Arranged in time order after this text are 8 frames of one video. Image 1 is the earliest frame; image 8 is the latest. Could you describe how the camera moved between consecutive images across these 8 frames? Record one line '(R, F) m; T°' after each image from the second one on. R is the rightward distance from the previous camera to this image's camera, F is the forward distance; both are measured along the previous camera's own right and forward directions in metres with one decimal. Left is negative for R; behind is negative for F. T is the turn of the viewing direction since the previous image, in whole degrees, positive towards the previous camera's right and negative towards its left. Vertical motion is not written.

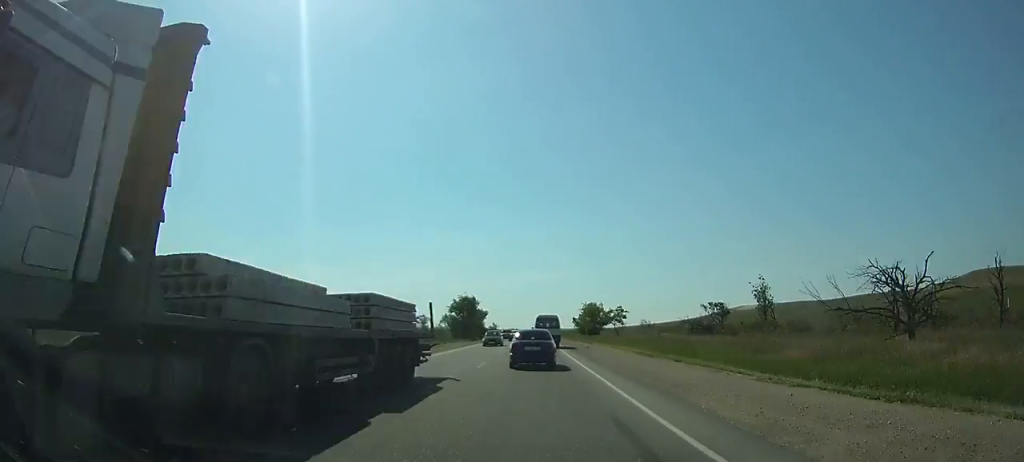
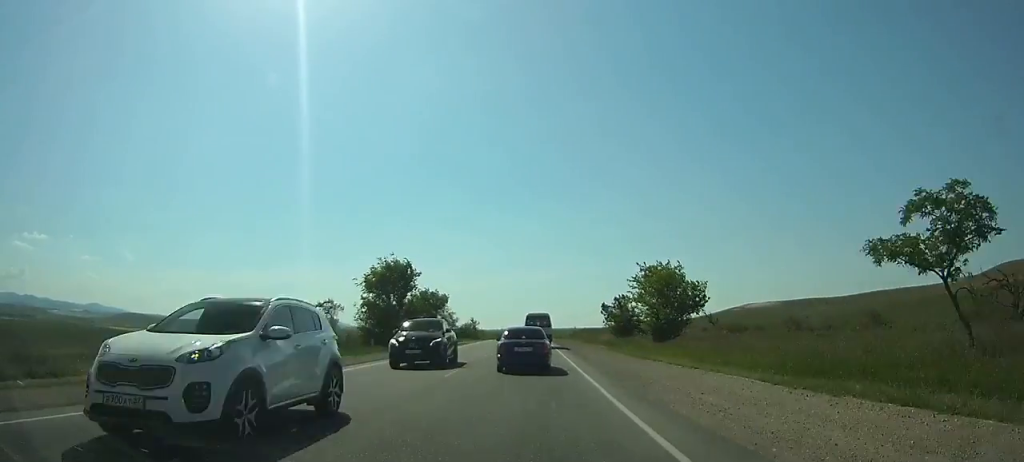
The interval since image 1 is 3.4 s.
(0.0, +53.4) m; 0°
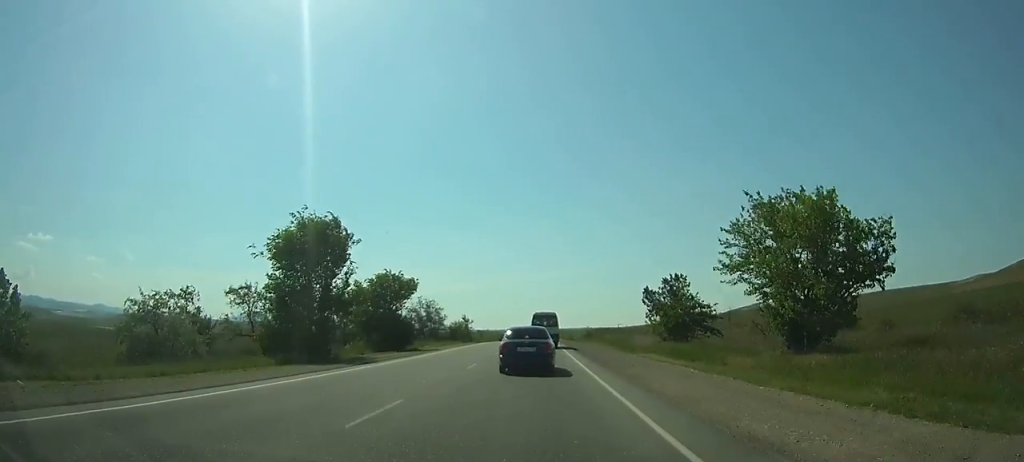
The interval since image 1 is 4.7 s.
(0.0, +20.1) m; 0°
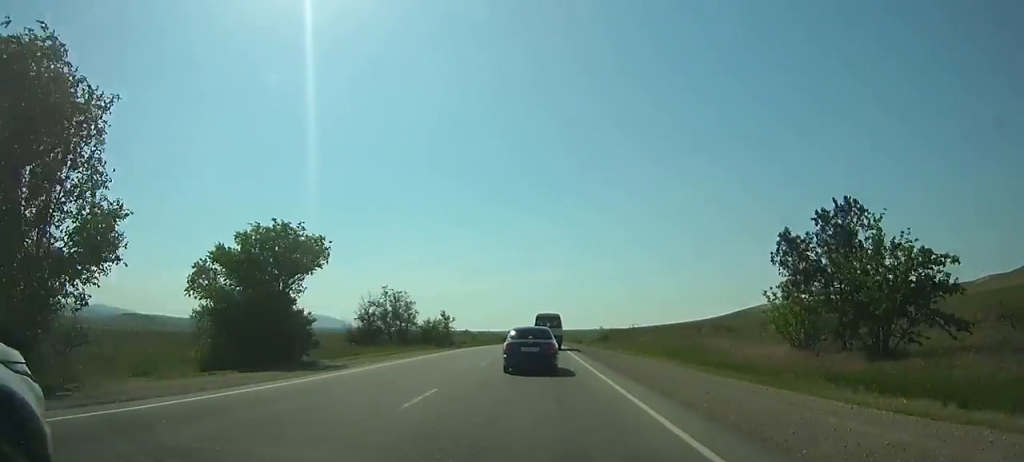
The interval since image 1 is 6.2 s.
(0.0, +23.1) m; 0°
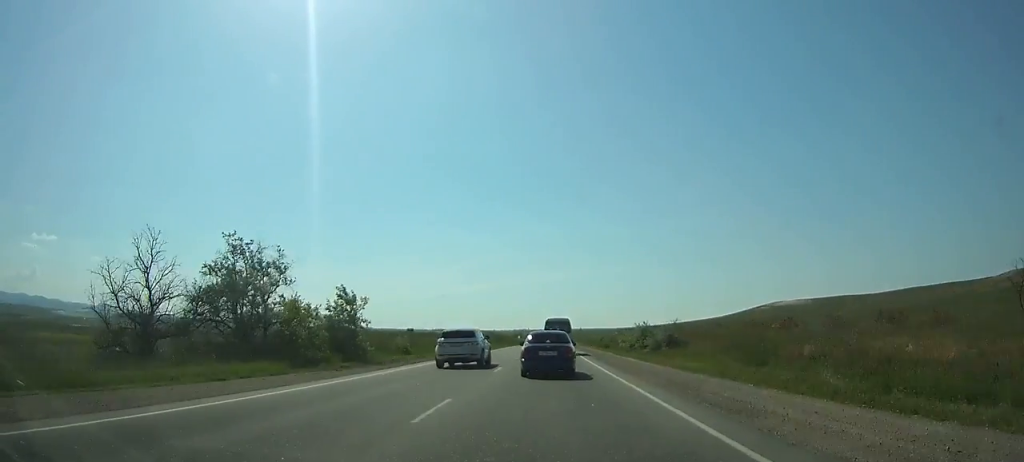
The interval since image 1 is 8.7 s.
(-0.3, +38.7) m; 0°
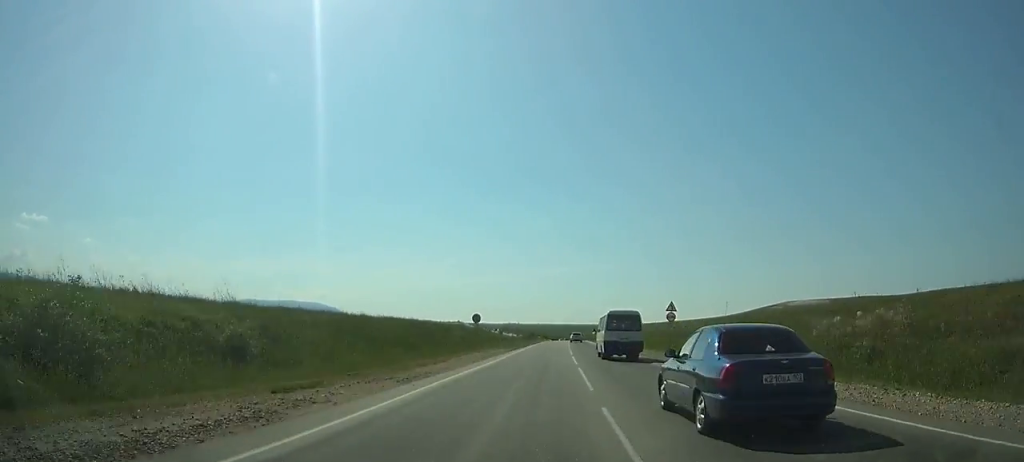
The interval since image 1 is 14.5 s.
(+0.3, +105.0) m; +2°
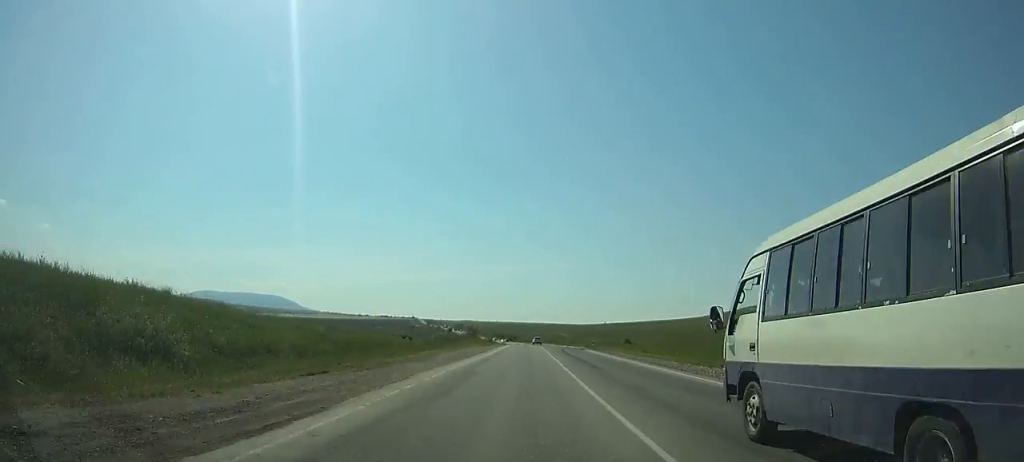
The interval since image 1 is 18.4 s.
(+3.0, +85.1) m; +3°
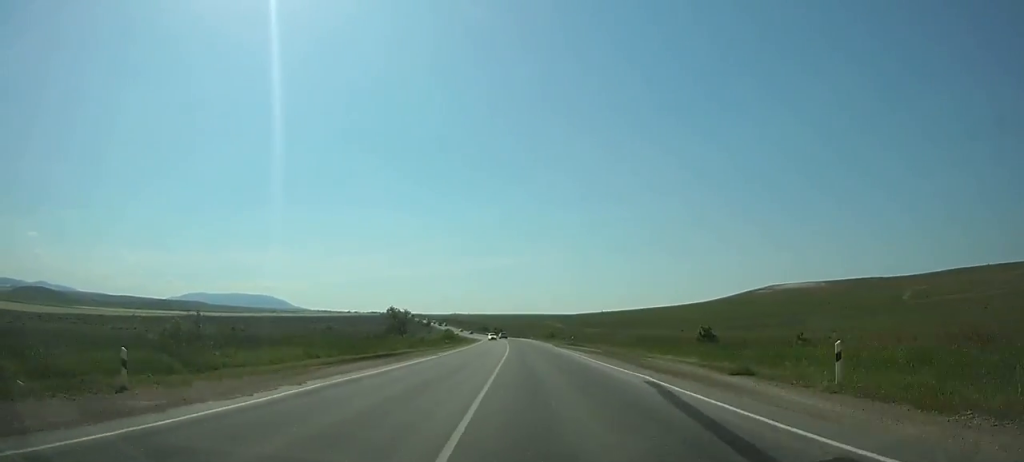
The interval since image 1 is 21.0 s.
(+0.9, +58.9) m; 0°
